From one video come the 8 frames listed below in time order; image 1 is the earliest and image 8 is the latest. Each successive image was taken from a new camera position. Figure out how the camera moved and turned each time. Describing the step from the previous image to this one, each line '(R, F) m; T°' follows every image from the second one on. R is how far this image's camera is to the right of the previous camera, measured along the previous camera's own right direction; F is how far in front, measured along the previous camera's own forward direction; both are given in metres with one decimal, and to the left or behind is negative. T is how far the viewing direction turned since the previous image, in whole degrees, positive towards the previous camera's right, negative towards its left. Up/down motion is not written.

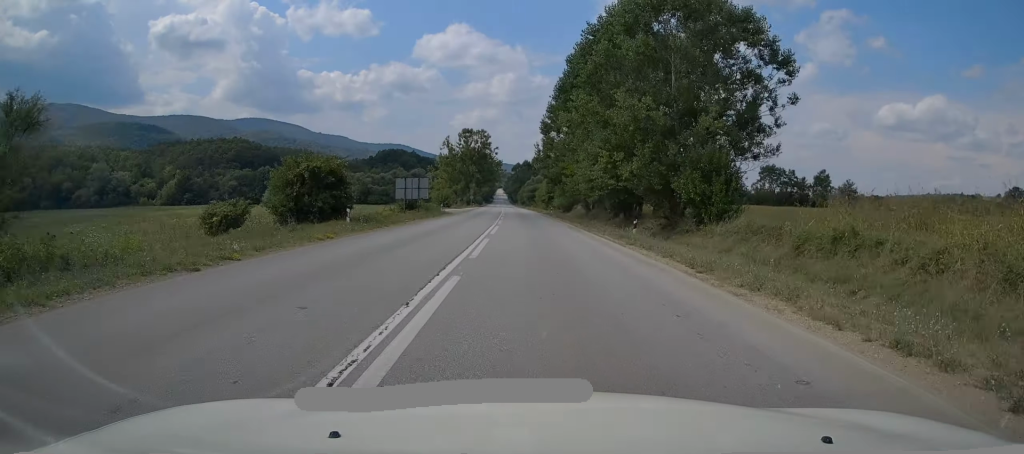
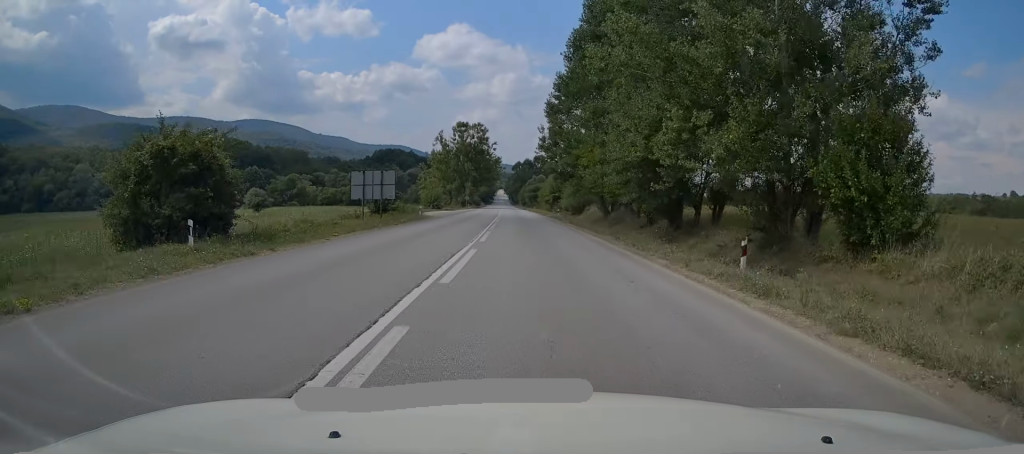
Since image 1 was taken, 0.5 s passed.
(-0.1, +12.8) m; -1°
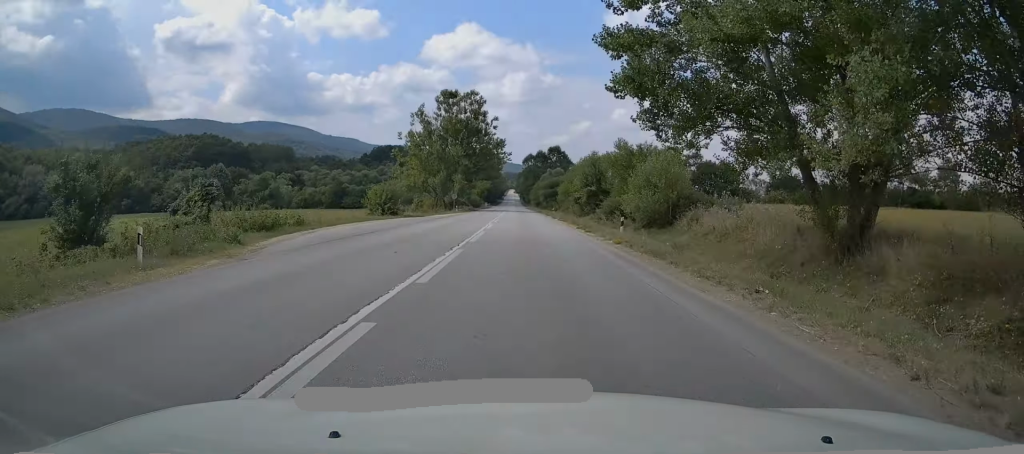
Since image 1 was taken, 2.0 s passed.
(-0.1, +36.0) m; 0°
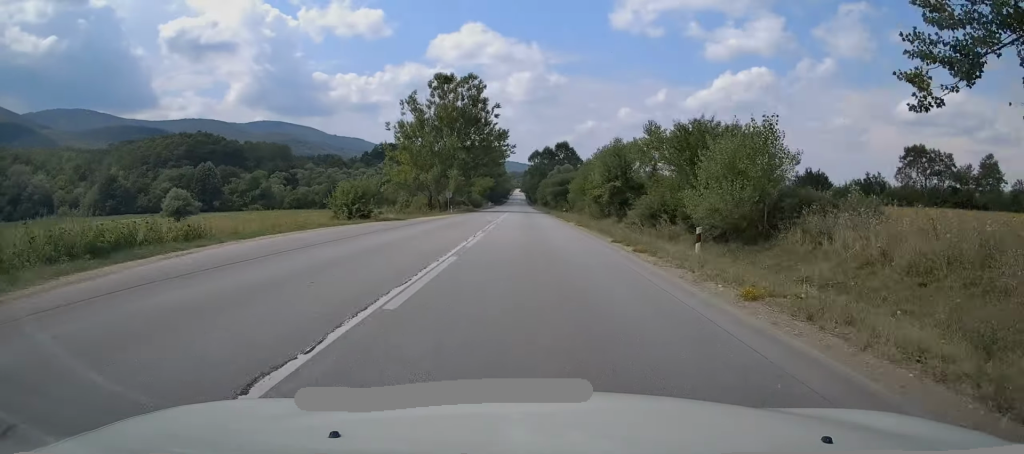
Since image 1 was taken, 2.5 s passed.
(0.0, +11.2) m; 0°
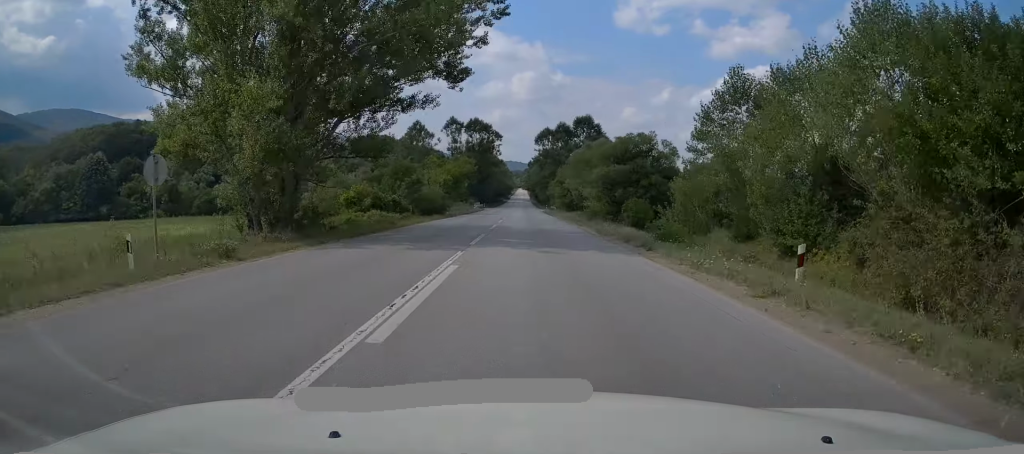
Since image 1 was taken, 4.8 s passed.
(-0.8, +55.1) m; -1°
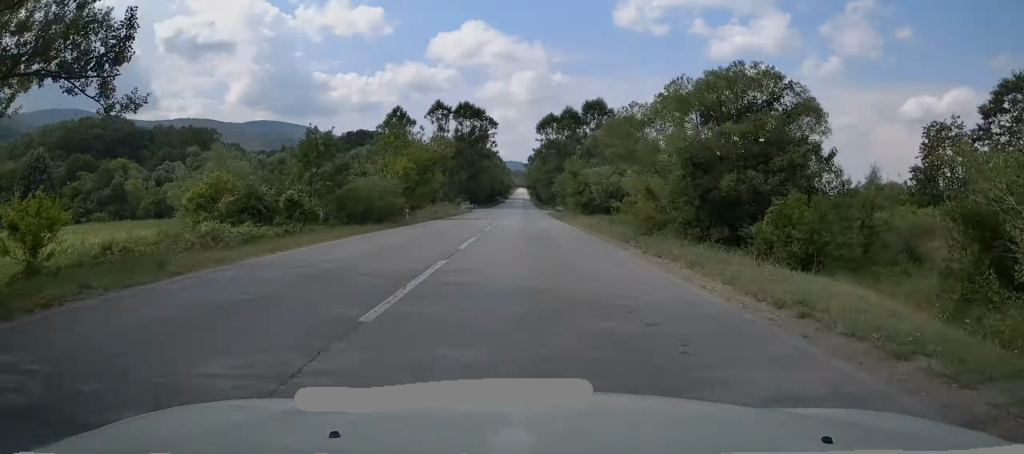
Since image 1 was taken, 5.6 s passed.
(+0.3, +20.1) m; 0°
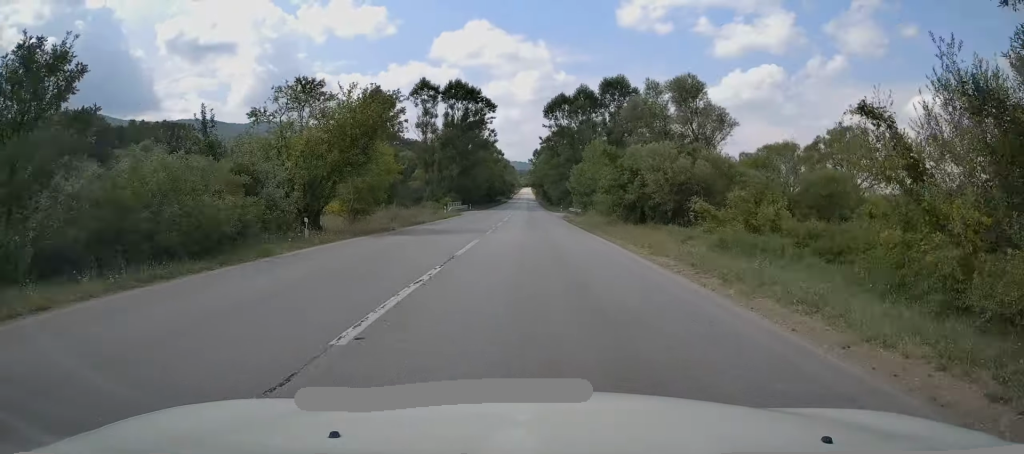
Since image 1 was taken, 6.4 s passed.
(-0.3, +19.3) m; 0°
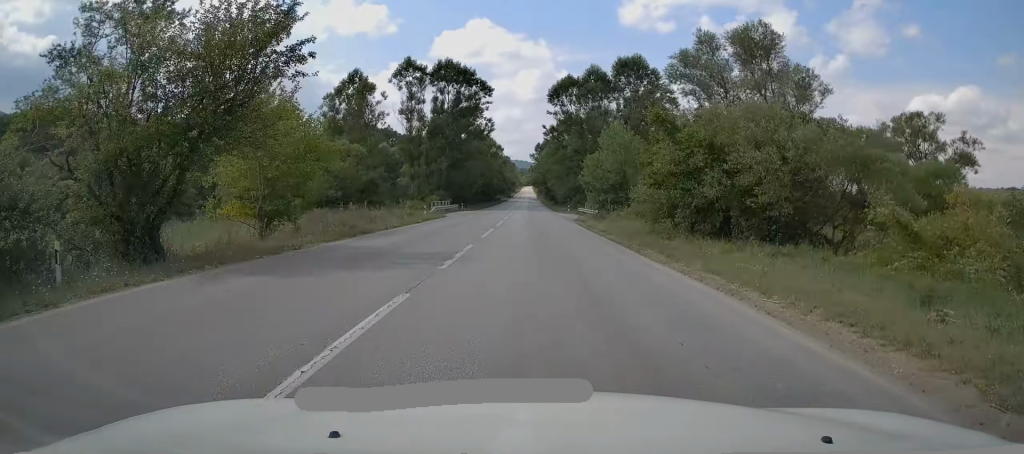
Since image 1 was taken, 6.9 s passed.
(+0.1, +12.0) m; 0°
